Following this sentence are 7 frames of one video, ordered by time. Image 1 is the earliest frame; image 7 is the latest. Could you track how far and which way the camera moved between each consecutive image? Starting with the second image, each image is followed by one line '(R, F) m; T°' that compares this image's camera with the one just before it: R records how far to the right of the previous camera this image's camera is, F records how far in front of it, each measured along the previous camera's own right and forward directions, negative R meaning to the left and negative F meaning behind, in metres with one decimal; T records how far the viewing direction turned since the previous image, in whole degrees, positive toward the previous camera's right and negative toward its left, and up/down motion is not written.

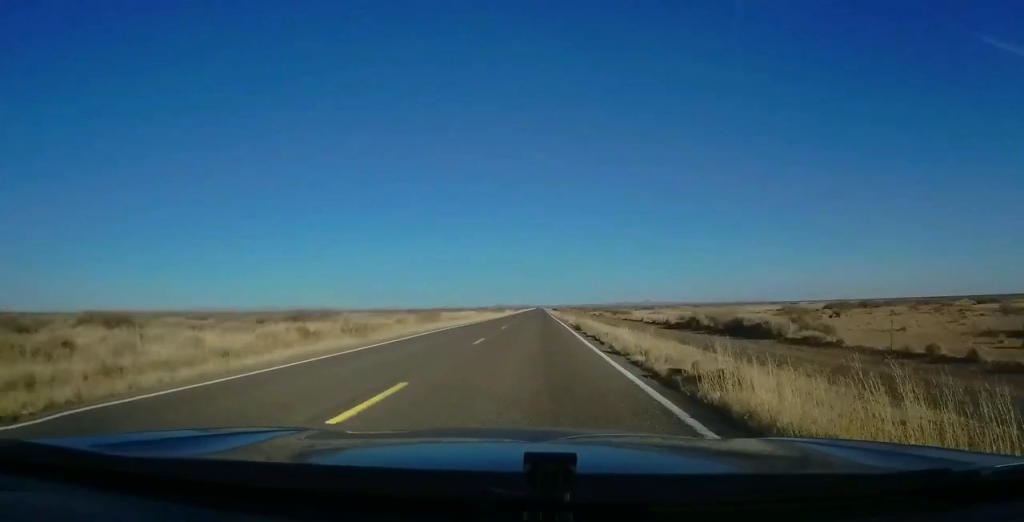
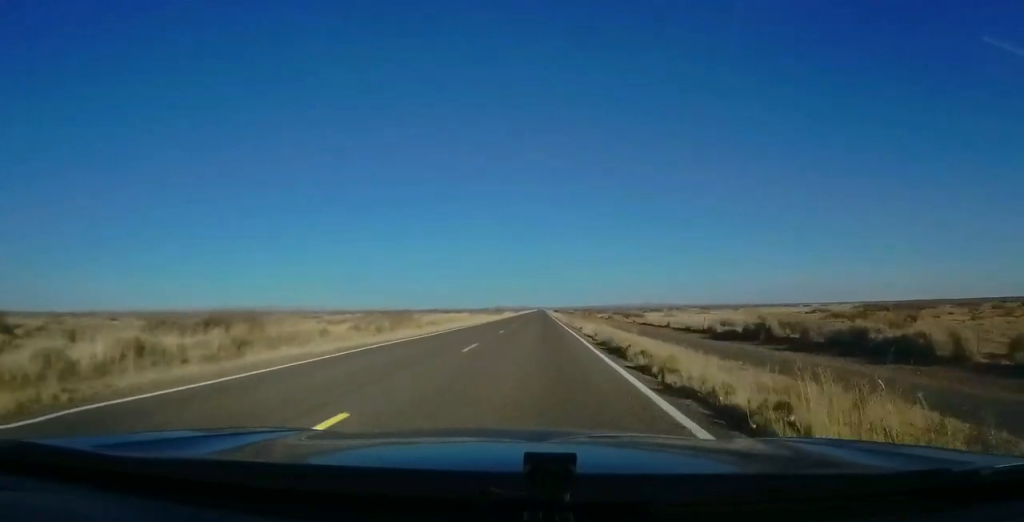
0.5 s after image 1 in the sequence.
(-0.1, +14.9) m; 0°
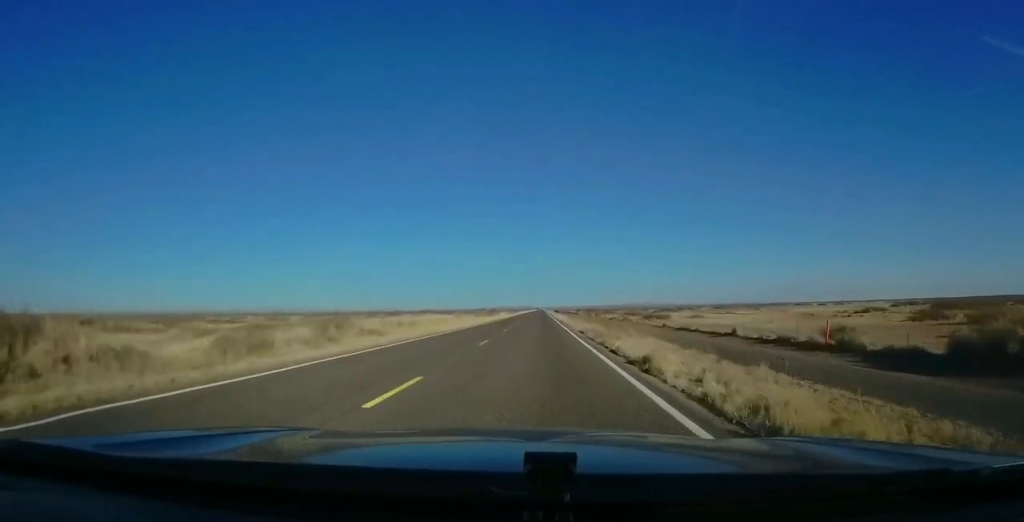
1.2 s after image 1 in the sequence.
(0.0, +20.9) m; 0°
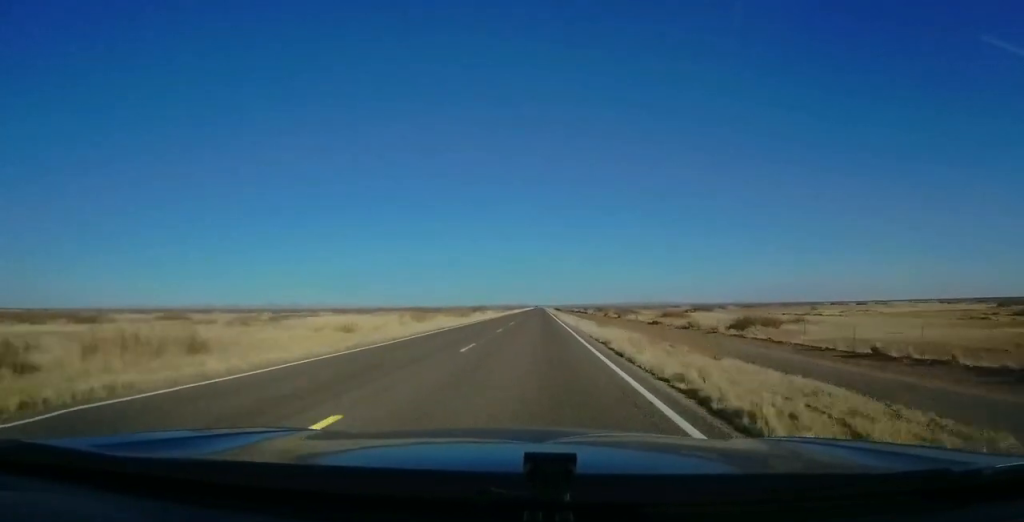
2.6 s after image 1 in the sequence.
(0.0, +40.6) m; 0°
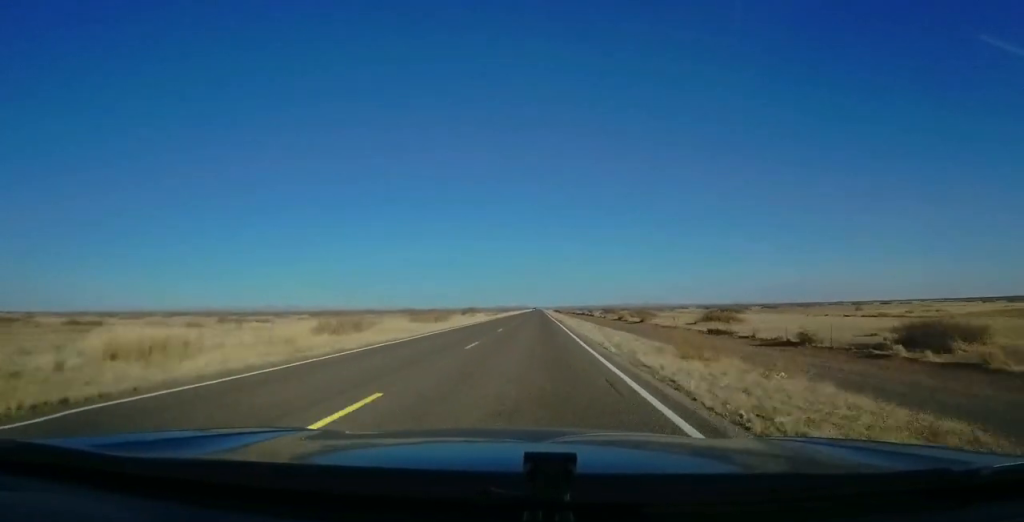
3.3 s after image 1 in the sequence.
(-0.1, +22.8) m; +1°
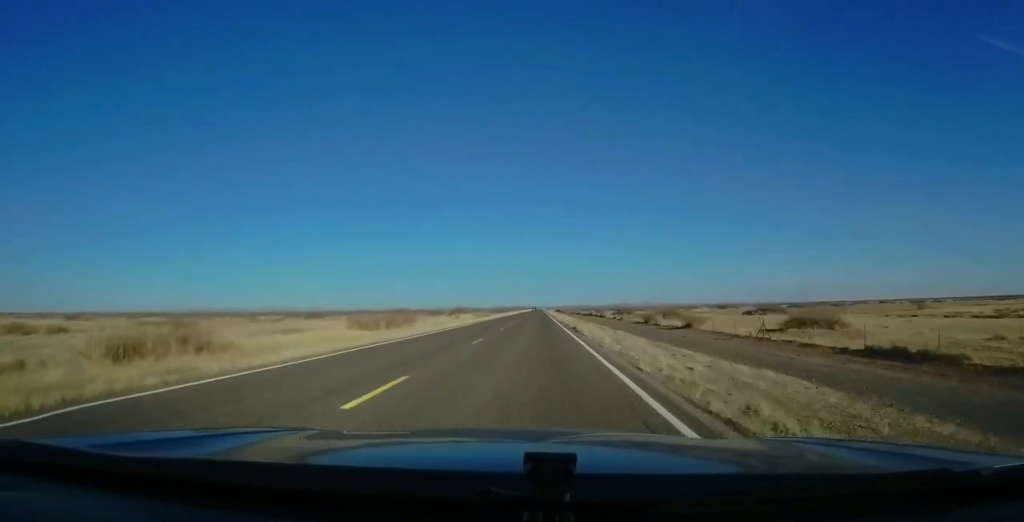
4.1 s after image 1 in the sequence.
(+0.4, +22.8) m; +1°
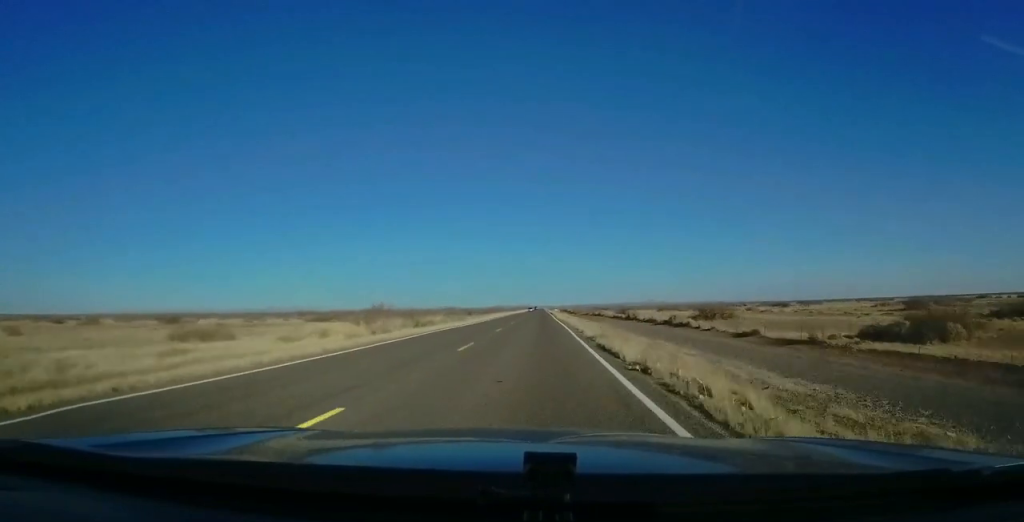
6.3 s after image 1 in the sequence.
(-0.7, +64.4) m; -2°
